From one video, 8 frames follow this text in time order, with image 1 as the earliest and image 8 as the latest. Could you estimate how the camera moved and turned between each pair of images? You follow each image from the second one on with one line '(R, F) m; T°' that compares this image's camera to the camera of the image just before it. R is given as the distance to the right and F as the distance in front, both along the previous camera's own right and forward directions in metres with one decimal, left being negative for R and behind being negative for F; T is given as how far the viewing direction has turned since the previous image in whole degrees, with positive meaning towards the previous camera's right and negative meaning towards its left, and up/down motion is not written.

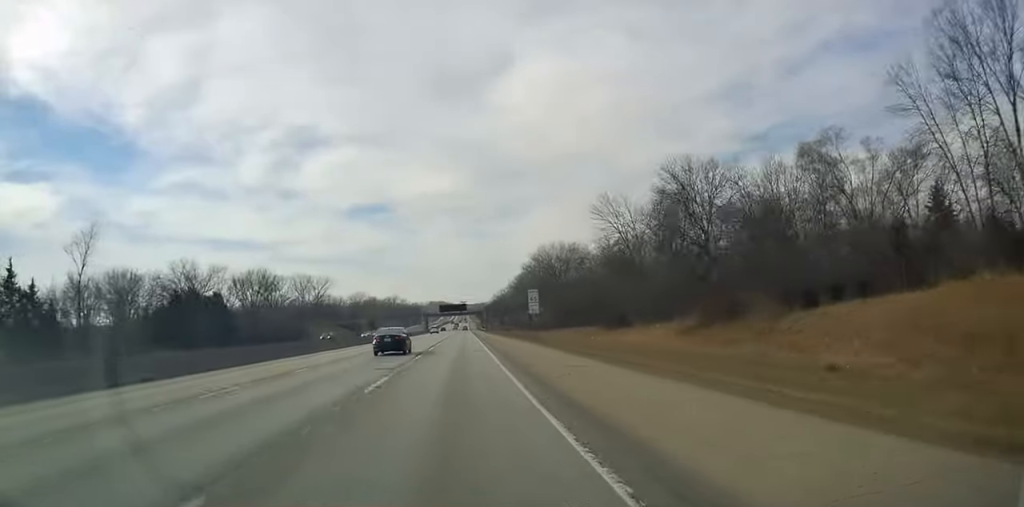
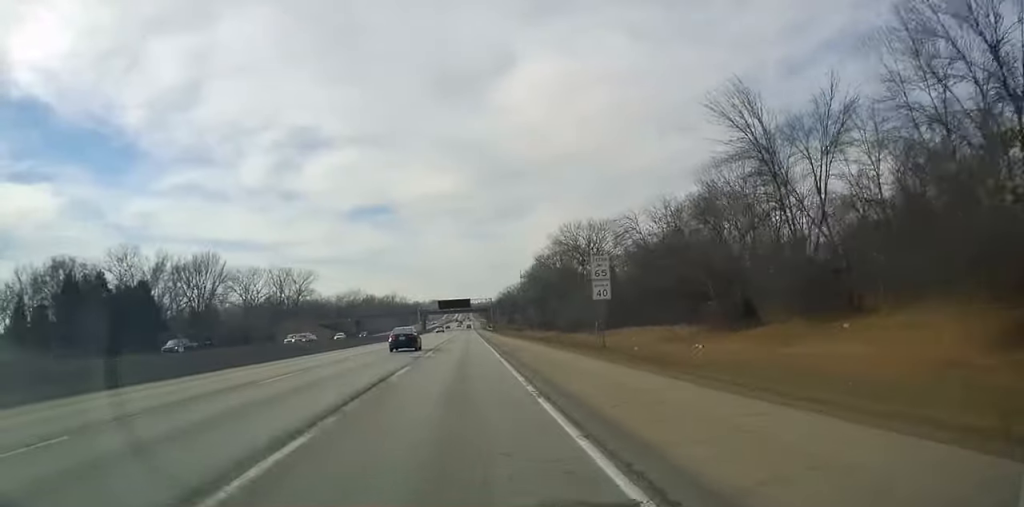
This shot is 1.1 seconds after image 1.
(-0.1, +33.7) m; -1°
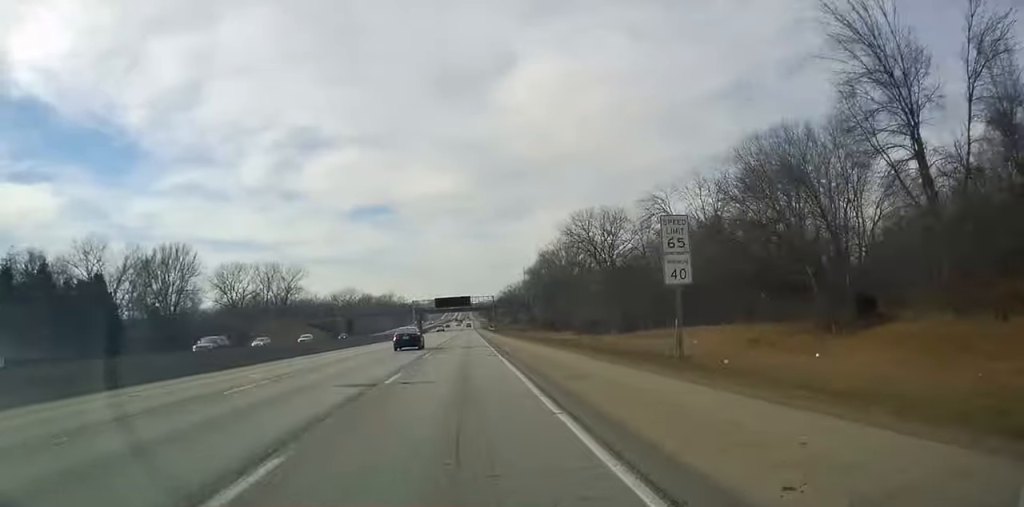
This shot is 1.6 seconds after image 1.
(0.0, +13.2) m; 0°
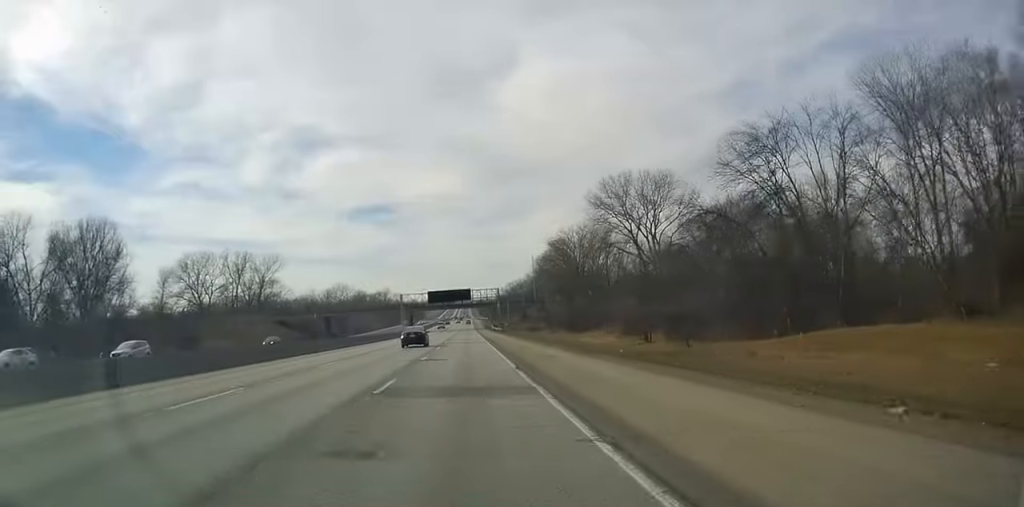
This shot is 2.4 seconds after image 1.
(-0.2, +26.5) m; 0°
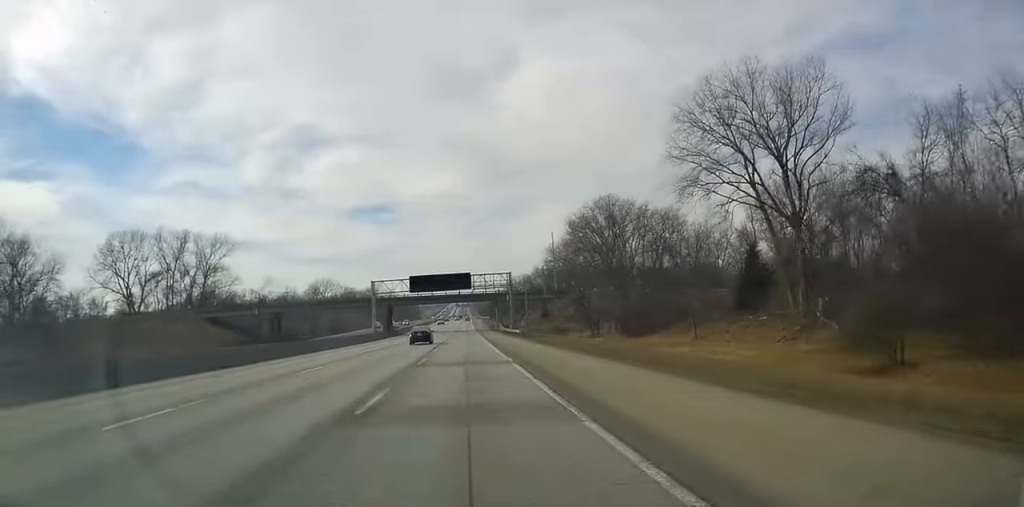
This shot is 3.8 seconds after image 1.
(+0.3, +39.8) m; +1°
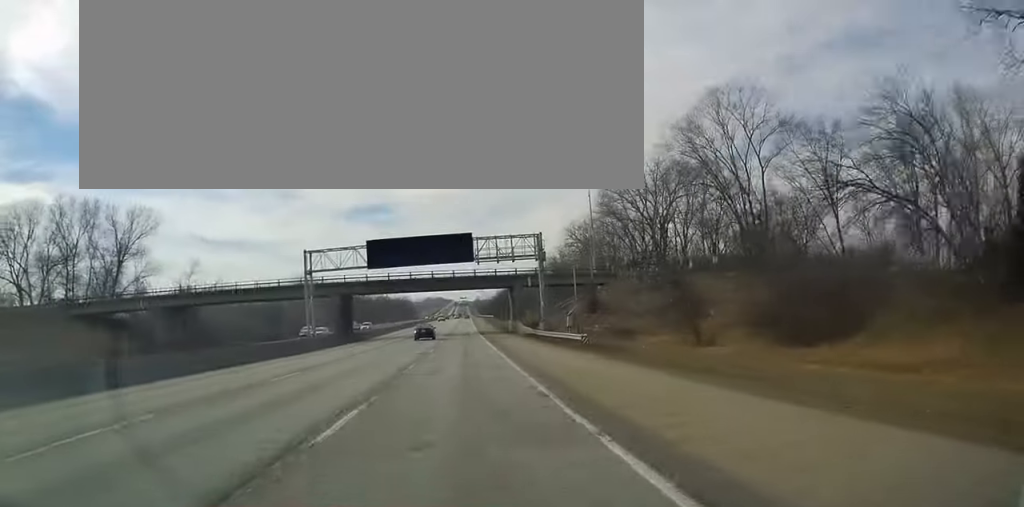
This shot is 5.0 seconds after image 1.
(0.0, +38.6) m; 0°
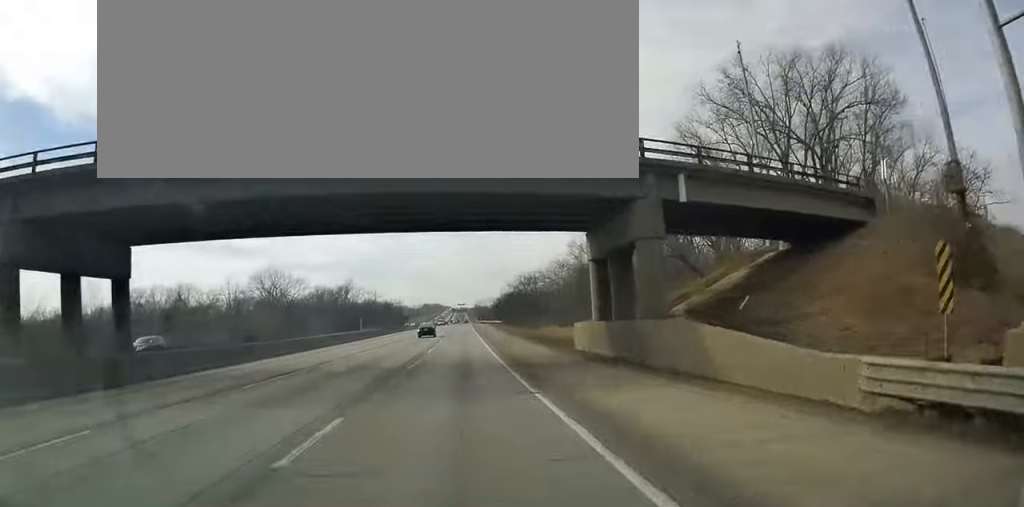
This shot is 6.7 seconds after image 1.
(-0.7, +50.5) m; -1°
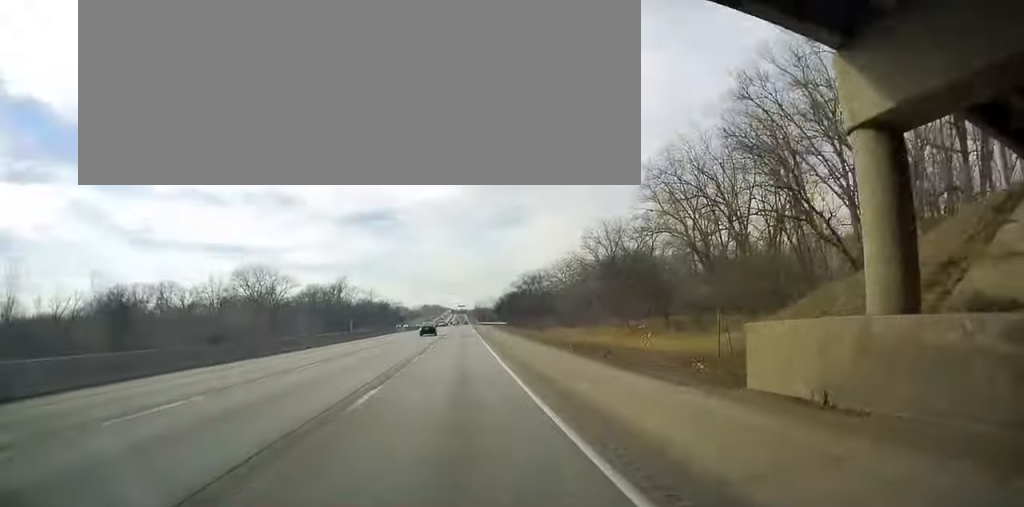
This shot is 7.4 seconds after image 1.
(+0.1, +19.2) m; 0°
